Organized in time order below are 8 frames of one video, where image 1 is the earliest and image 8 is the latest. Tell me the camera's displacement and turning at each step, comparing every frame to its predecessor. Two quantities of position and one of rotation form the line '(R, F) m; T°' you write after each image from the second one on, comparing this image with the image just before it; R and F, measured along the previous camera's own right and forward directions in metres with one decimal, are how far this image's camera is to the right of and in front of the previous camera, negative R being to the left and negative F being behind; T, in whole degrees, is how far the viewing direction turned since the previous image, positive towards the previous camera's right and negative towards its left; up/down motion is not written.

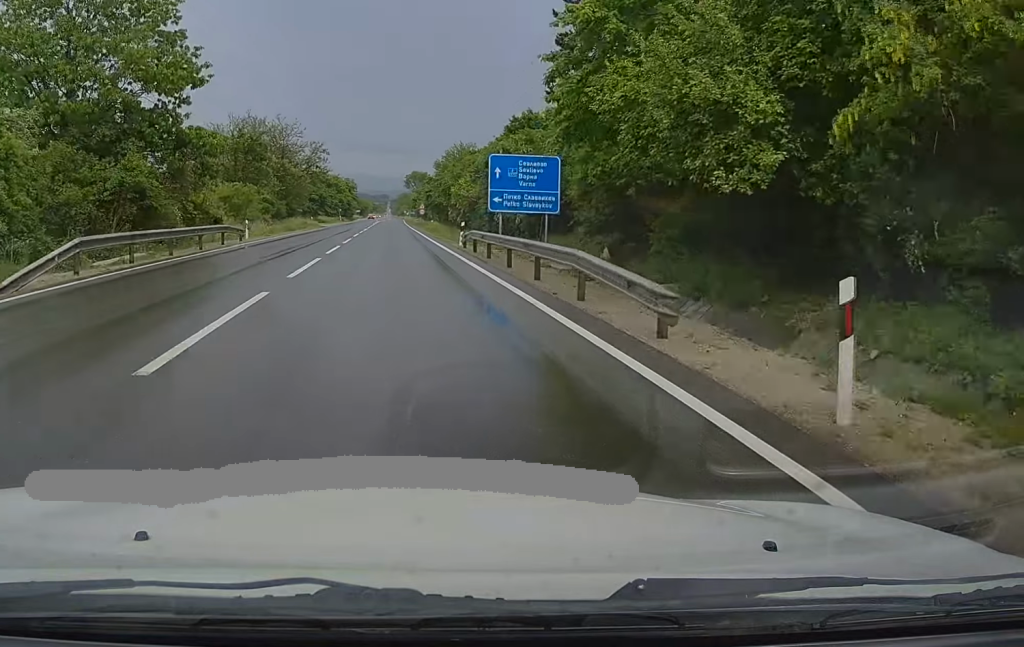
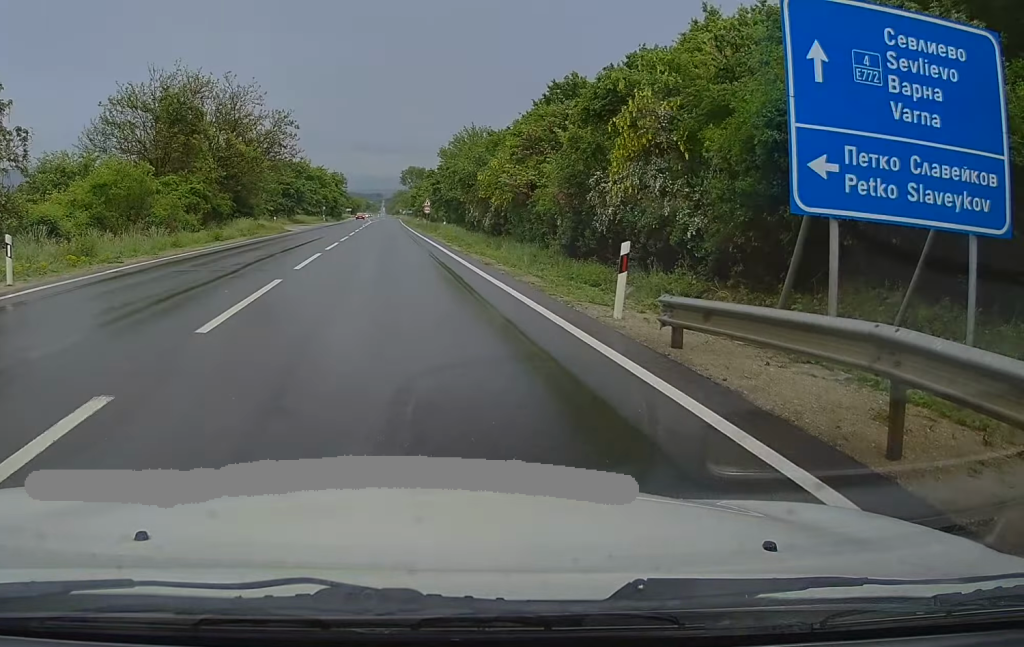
(-0.3, +24.5) m; 0°
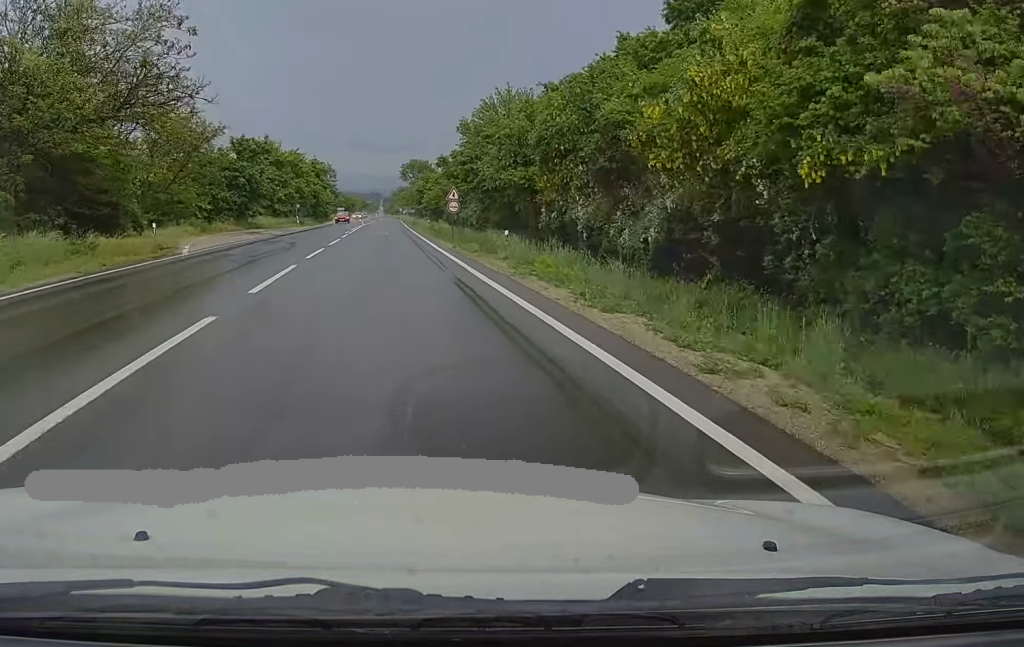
(+0.3, +31.4) m; +1°
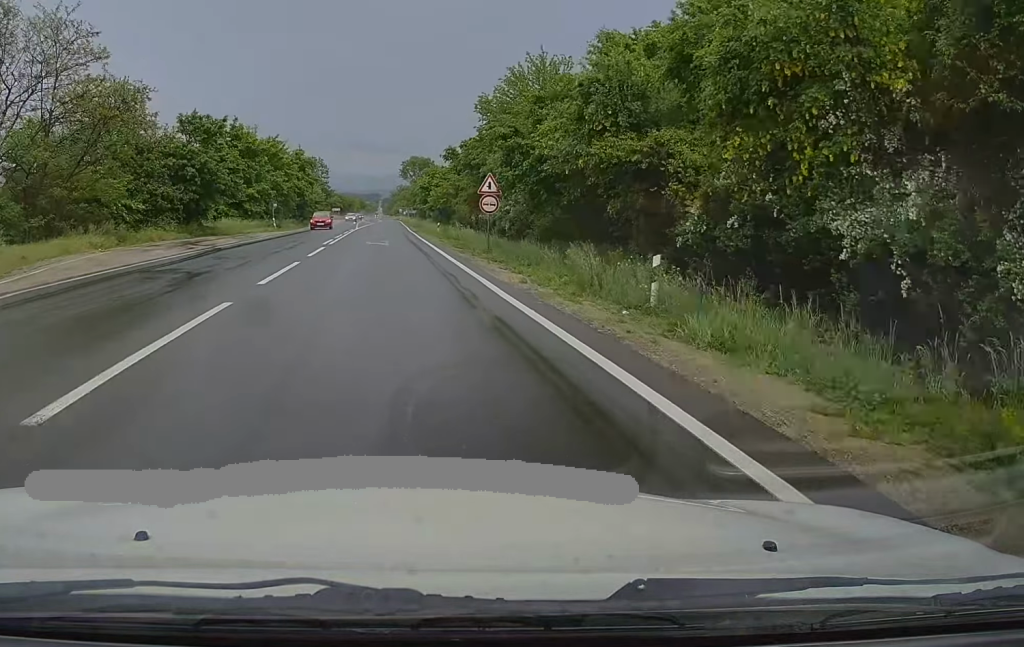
(0.0, +16.2) m; 0°
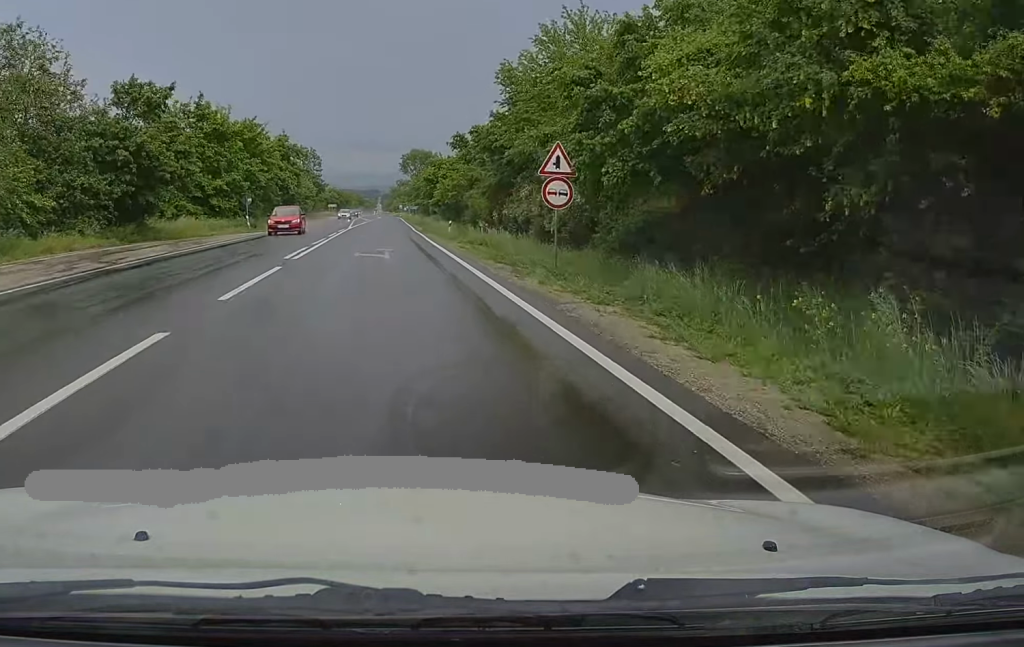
(0.0, +12.0) m; 0°
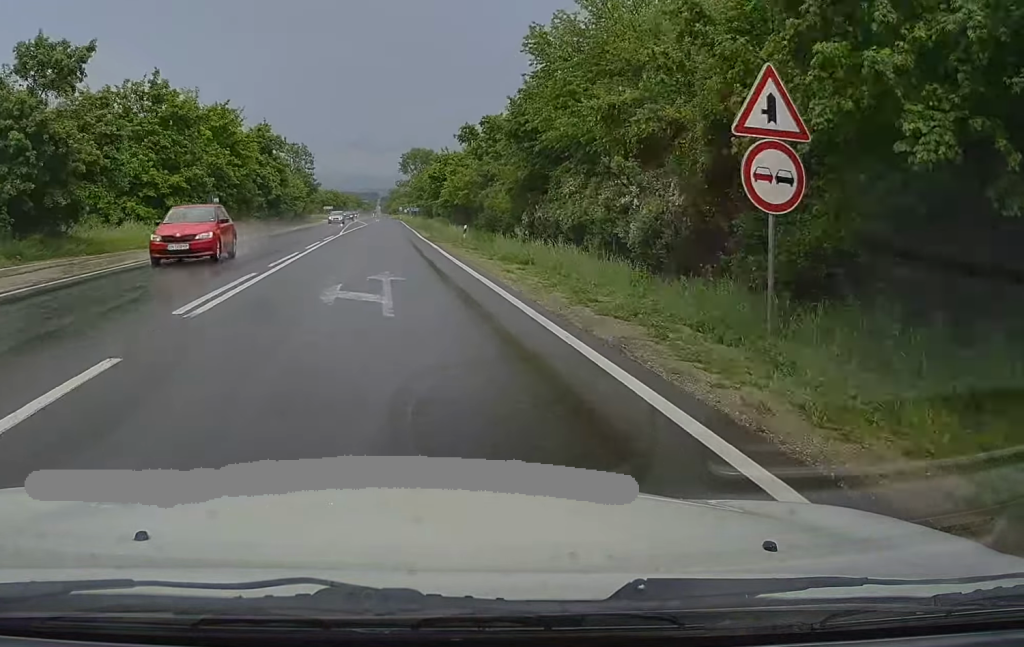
(0.0, +10.3) m; 0°
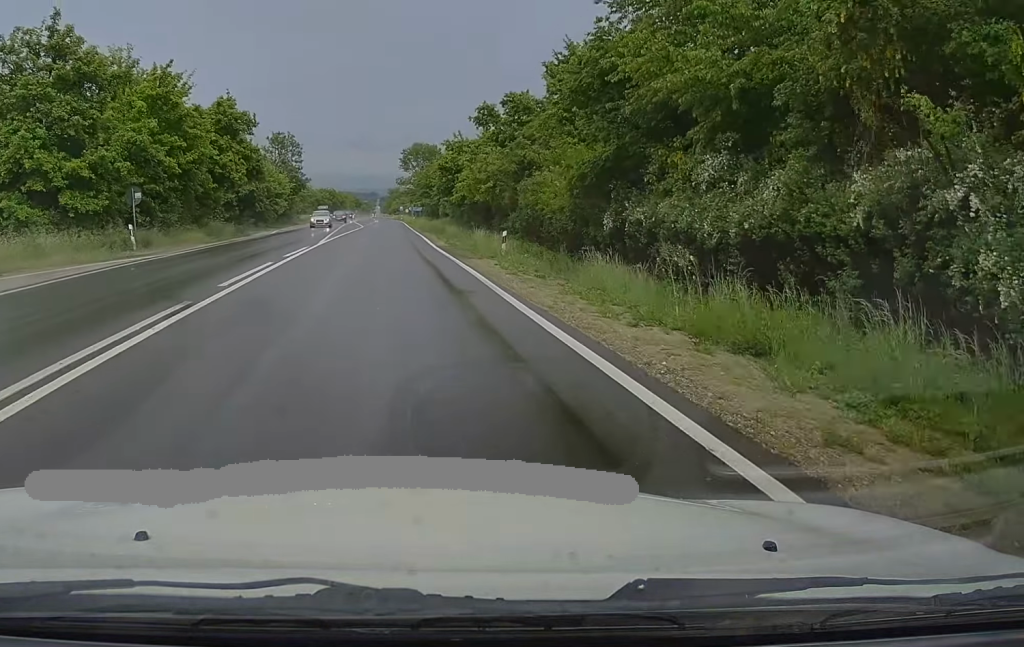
(0.0, +13.7) m; 0°
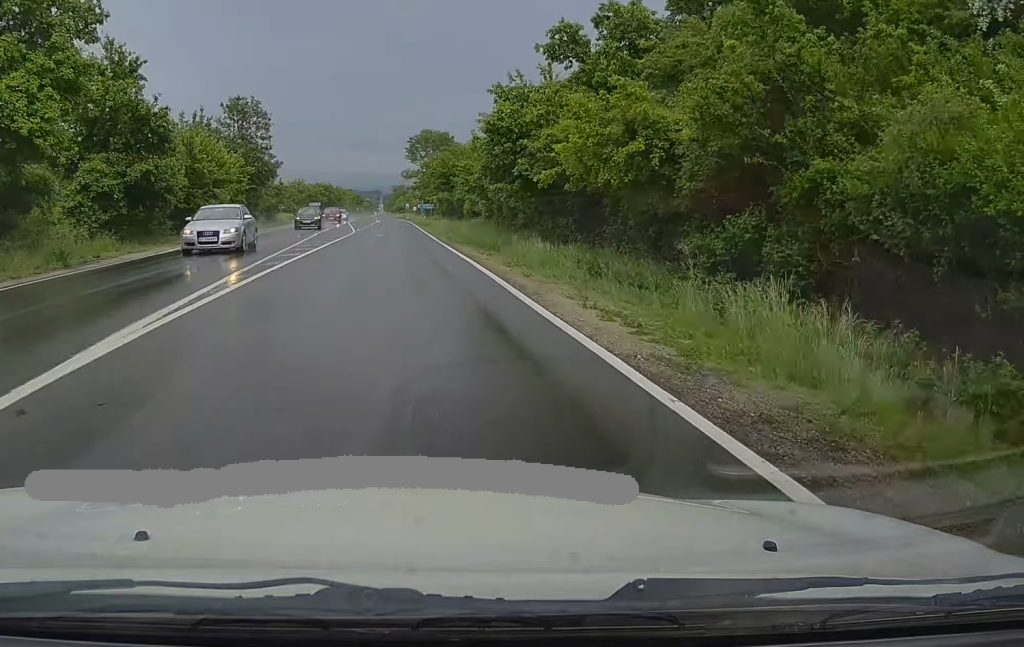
(+0.1, +25.8) m; 0°
